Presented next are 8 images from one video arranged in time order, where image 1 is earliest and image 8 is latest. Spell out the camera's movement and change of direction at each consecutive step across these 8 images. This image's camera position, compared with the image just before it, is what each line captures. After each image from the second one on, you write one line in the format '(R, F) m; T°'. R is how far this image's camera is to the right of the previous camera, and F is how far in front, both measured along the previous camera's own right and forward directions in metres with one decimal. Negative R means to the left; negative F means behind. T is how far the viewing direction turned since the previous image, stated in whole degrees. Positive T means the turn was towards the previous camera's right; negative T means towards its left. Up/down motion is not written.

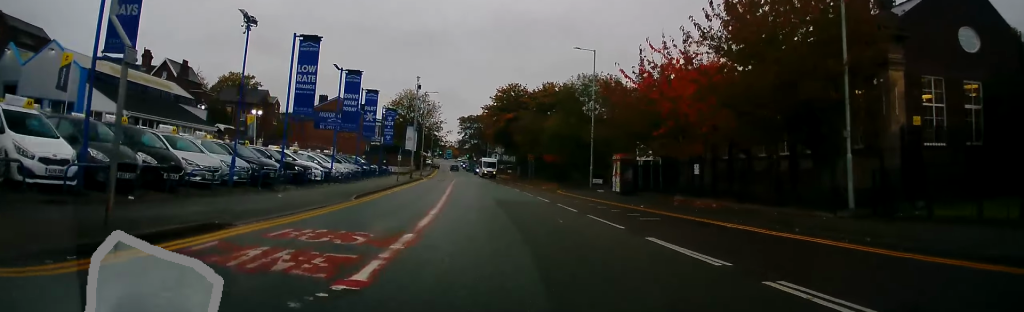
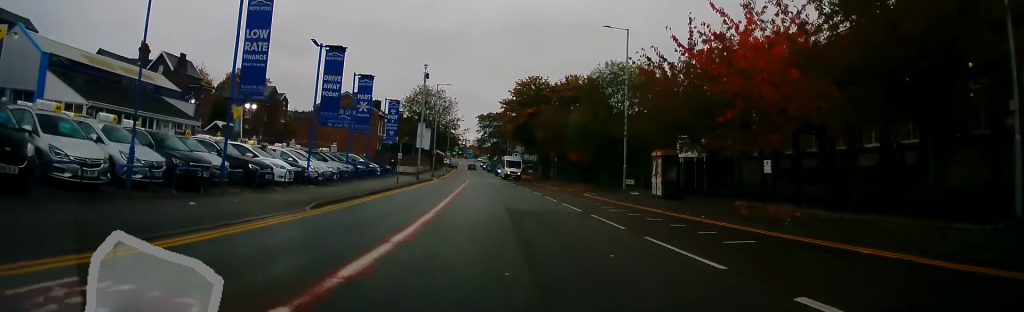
(-0.1, +6.1) m; -2°
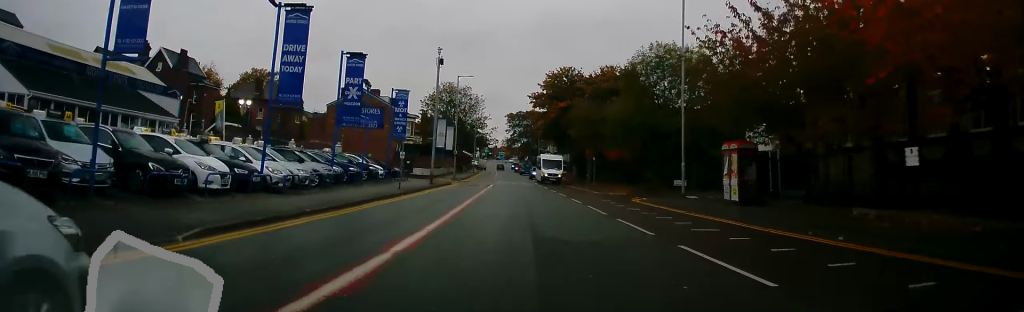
(-0.1, +7.3) m; -2°
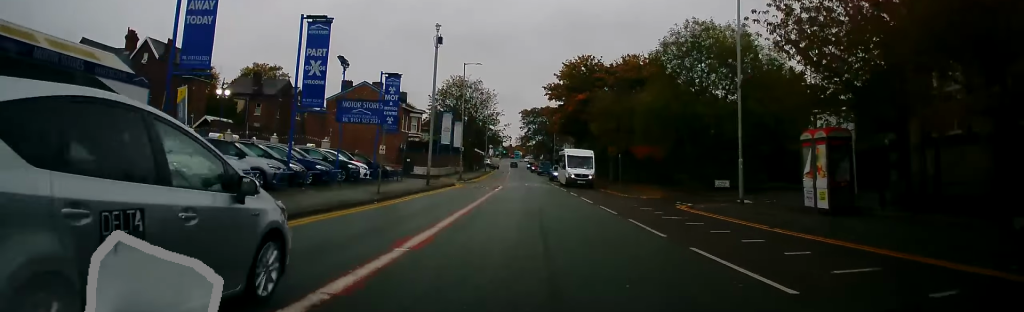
(0.0, +6.4) m; -2°
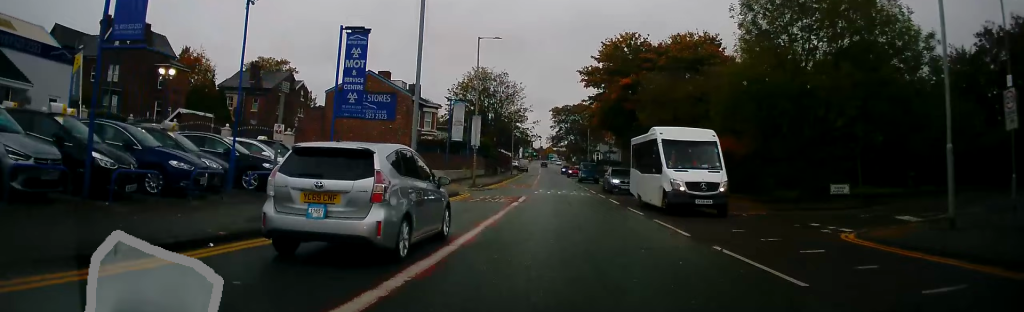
(-0.5, +11.5) m; -5°
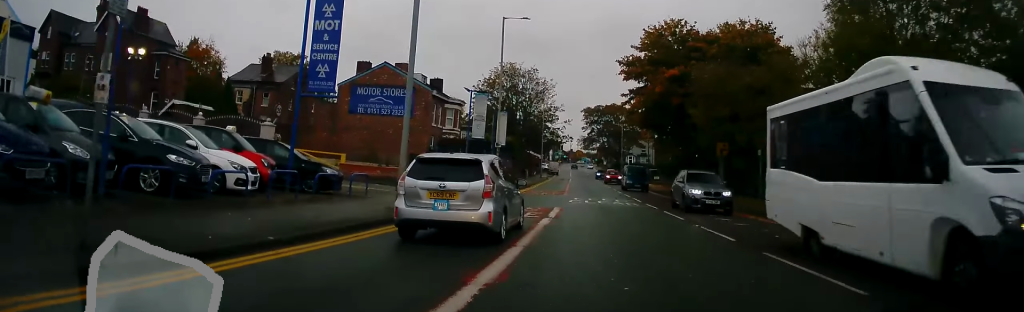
(-0.2, +6.1) m; -1°
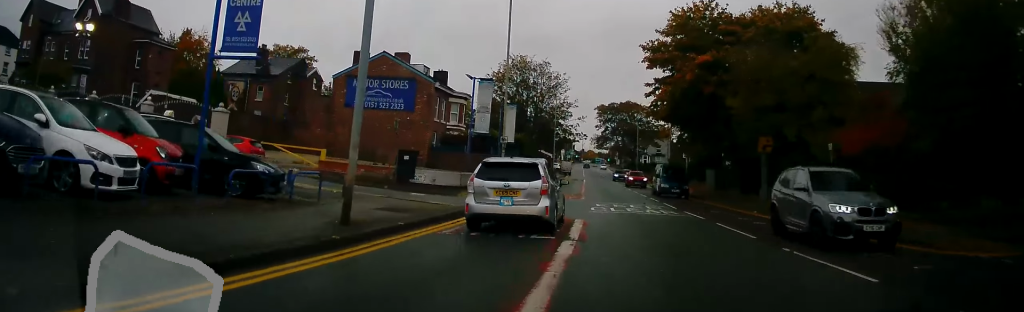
(0.0, +5.3) m; -1°
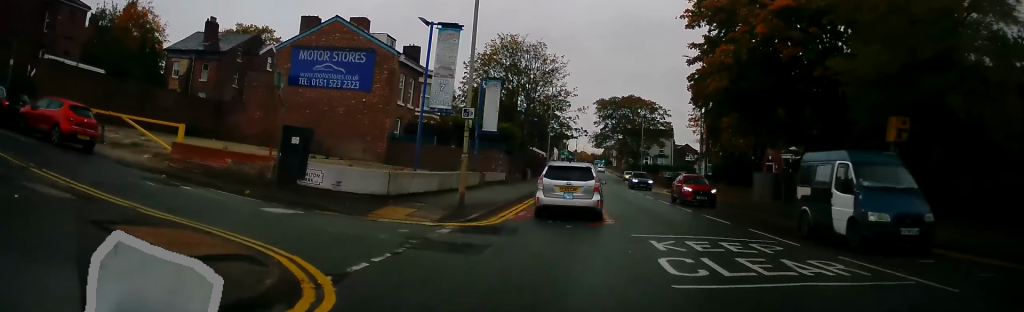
(-0.3, +12.5) m; -1°
